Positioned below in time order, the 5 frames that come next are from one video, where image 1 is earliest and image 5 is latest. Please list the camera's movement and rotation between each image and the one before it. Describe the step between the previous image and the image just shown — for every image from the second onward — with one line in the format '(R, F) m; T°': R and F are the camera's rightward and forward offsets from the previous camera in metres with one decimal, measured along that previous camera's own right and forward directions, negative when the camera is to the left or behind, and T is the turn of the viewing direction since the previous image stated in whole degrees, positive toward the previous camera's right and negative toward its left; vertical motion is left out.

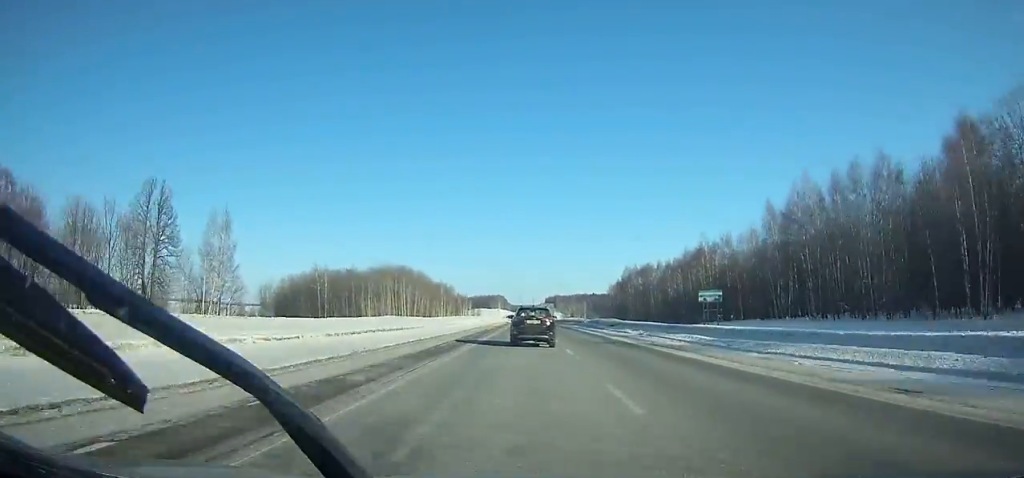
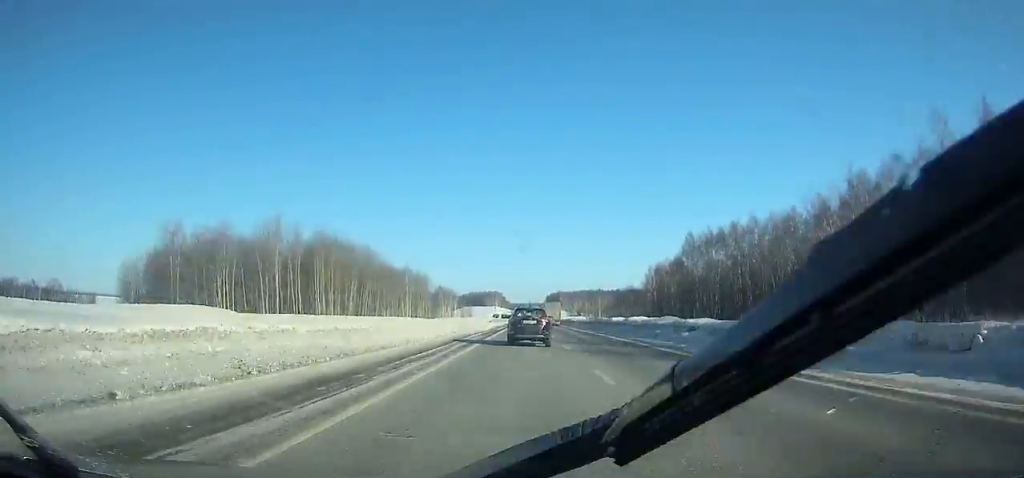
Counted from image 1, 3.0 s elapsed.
(-0.4, +78.6) m; 0°
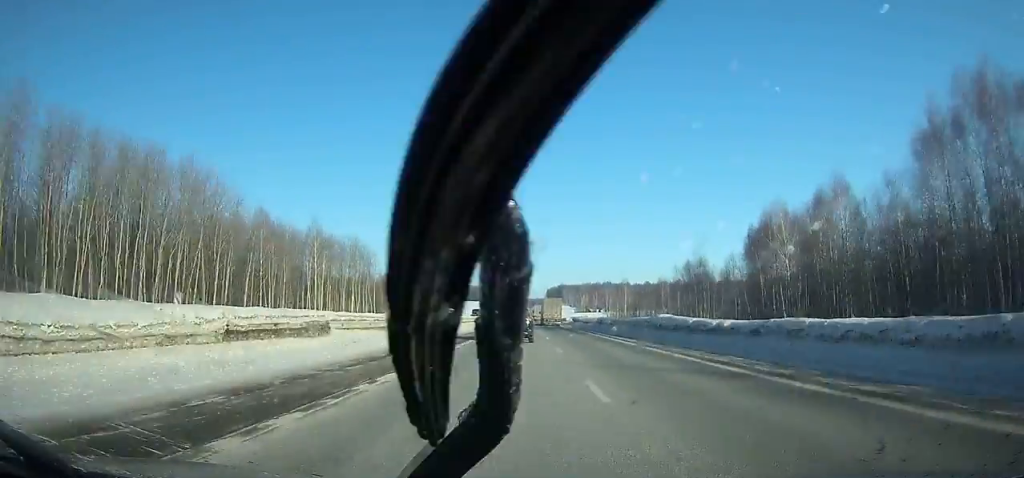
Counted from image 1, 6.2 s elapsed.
(+0.2, +88.3) m; 0°
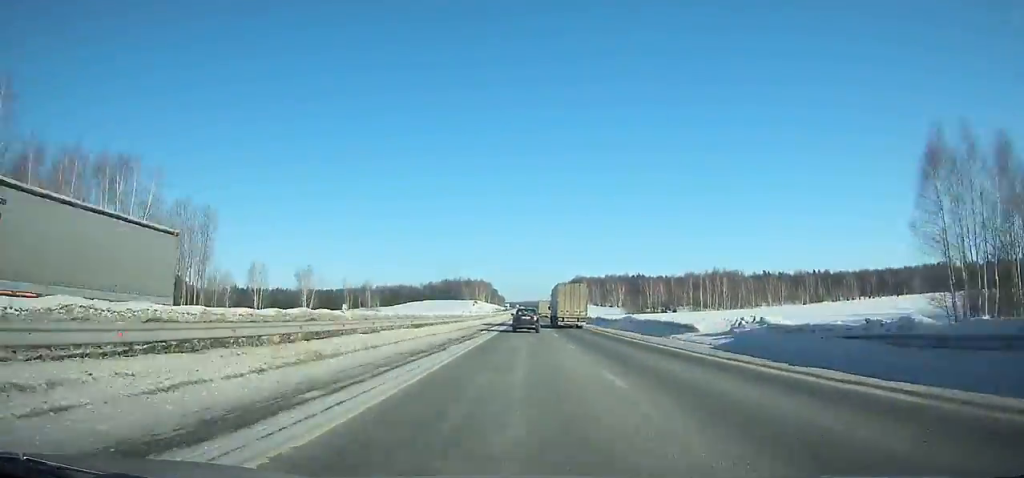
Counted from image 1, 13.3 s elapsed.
(-0.5, +195.3) m; 0°
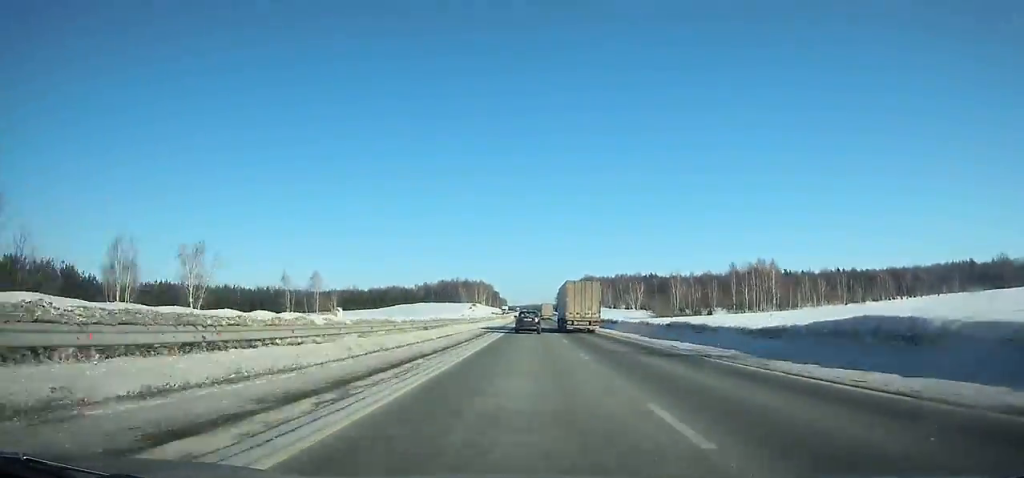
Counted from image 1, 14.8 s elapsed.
(0.0, +40.9) m; 0°
